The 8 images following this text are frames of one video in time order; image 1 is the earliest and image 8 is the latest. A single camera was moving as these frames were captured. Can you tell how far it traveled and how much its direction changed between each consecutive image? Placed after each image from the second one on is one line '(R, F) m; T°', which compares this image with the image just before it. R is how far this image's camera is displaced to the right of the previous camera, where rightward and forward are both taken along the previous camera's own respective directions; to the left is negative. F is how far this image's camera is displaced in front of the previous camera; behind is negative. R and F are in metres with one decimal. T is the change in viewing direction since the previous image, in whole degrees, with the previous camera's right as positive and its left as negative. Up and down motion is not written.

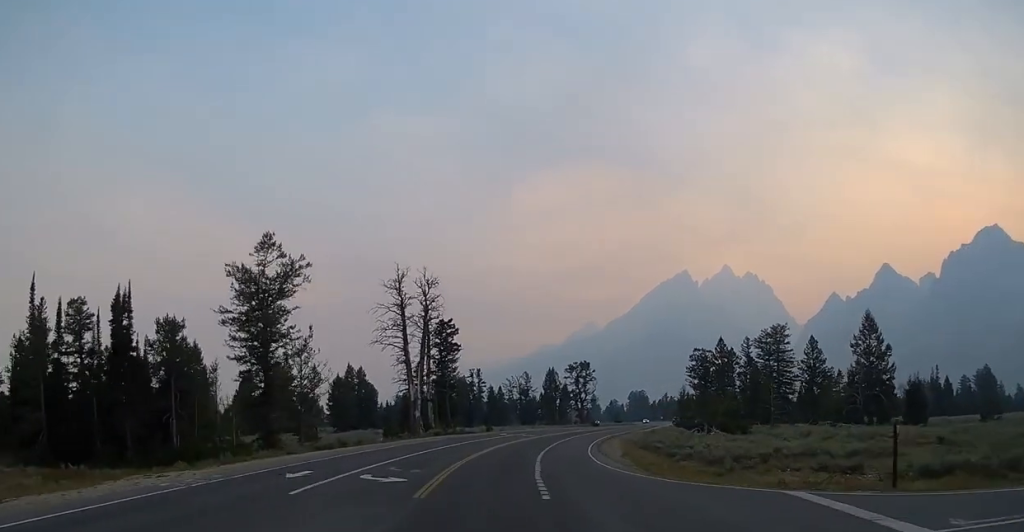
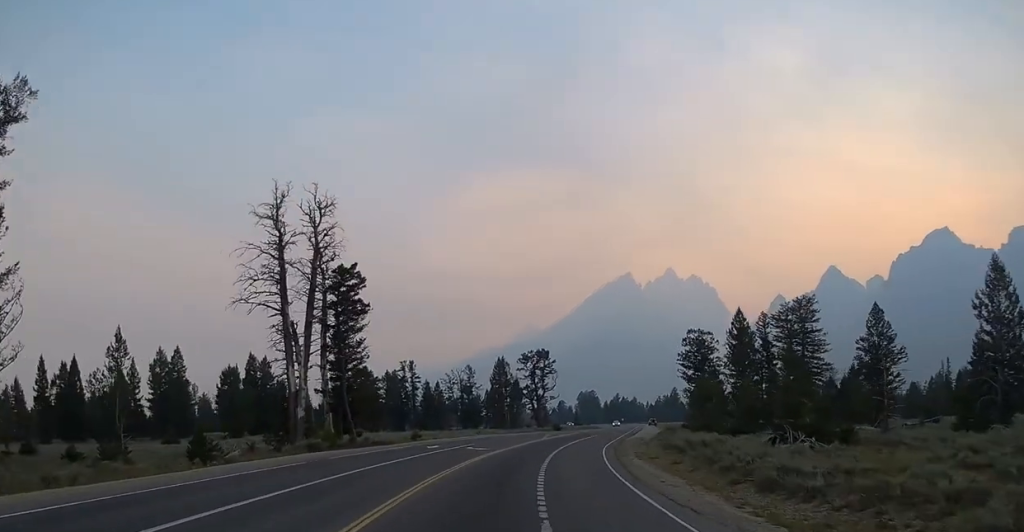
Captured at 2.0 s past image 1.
(+1.5, +35.3) m; +5°
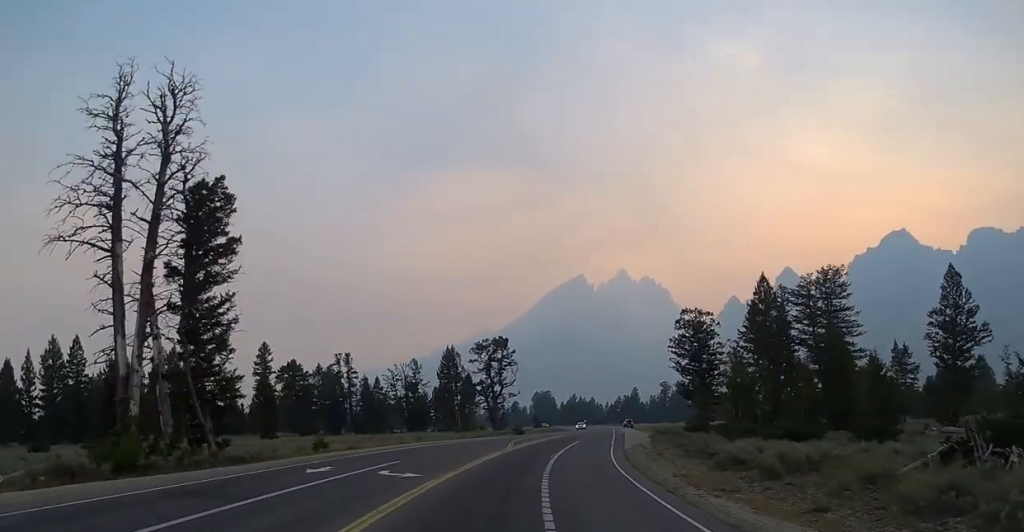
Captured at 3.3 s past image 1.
(+0.8, +22.7) m; +4°
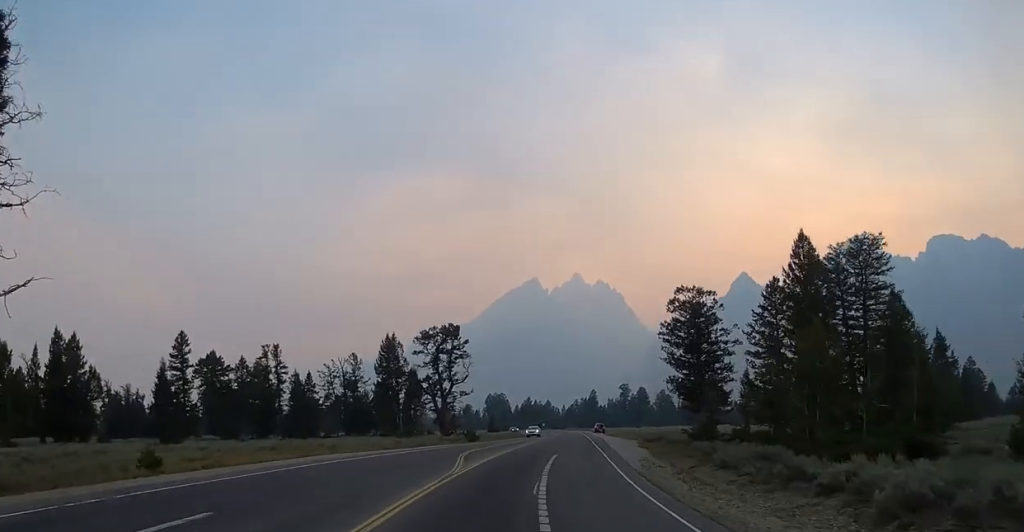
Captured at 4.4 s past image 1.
(+0.5, +18.2) m; +3°
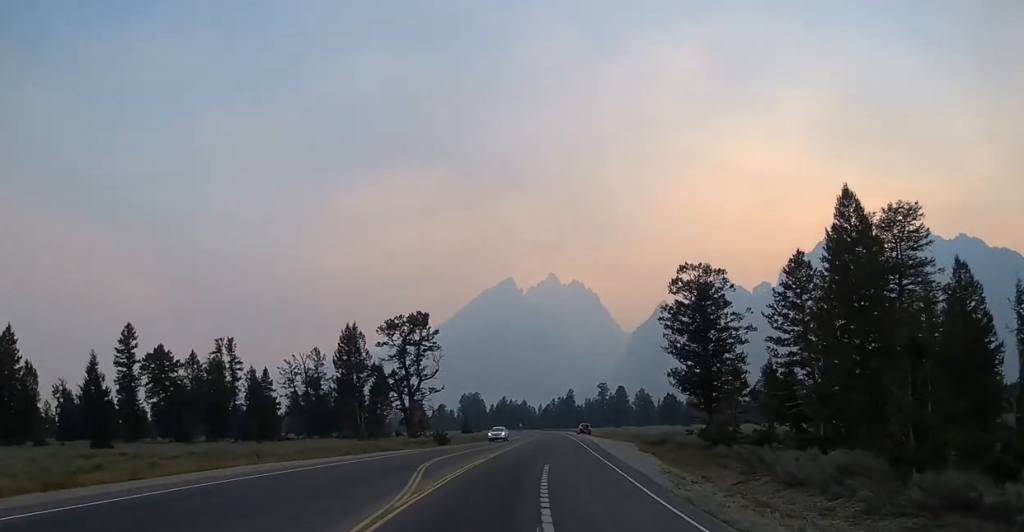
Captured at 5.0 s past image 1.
(+0.1, +10.4) m; +2°
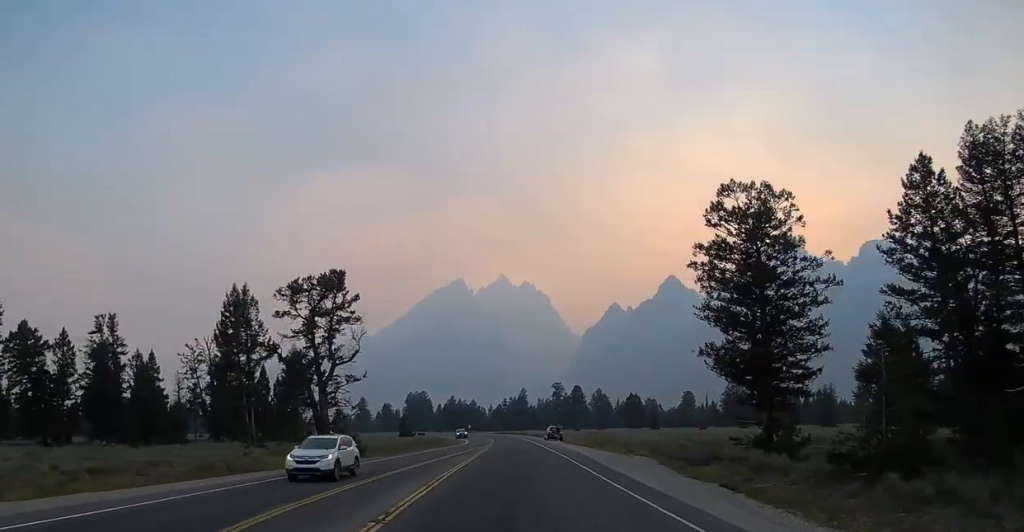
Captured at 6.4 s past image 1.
(+0.9, +24.2) m; +4°
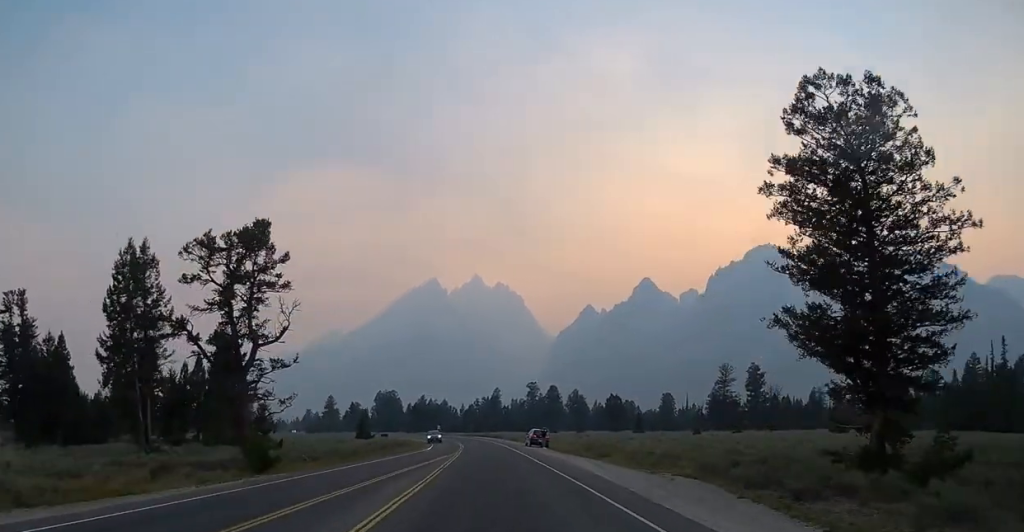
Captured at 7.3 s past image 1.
(+0.3, +16.3) m; +2°
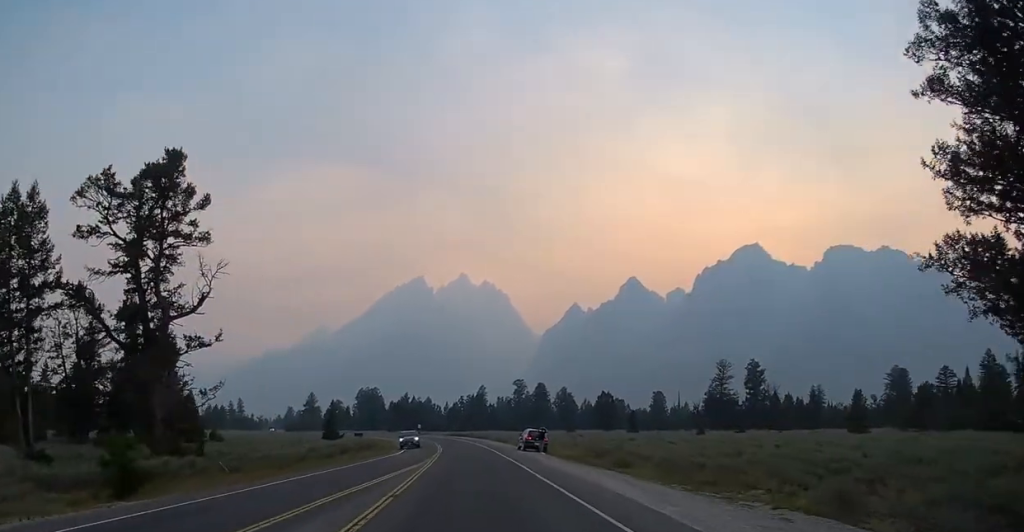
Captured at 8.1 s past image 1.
(+0.2, +12.3) m; 0°
